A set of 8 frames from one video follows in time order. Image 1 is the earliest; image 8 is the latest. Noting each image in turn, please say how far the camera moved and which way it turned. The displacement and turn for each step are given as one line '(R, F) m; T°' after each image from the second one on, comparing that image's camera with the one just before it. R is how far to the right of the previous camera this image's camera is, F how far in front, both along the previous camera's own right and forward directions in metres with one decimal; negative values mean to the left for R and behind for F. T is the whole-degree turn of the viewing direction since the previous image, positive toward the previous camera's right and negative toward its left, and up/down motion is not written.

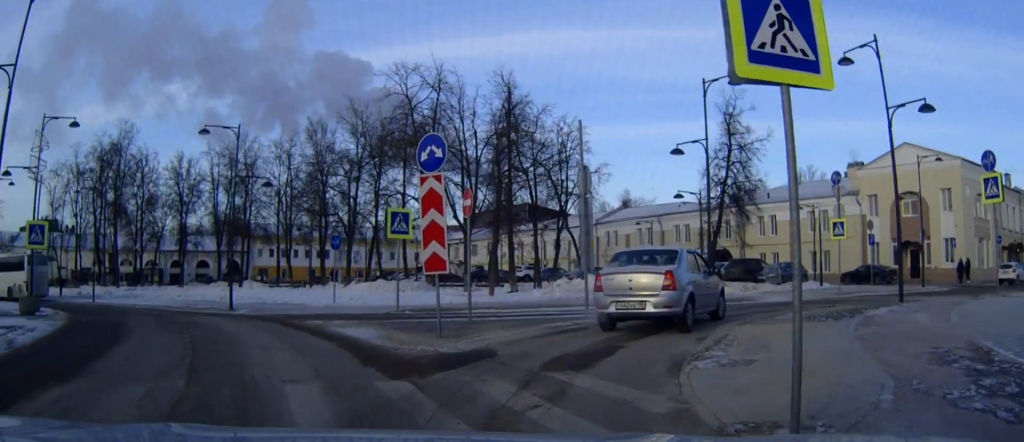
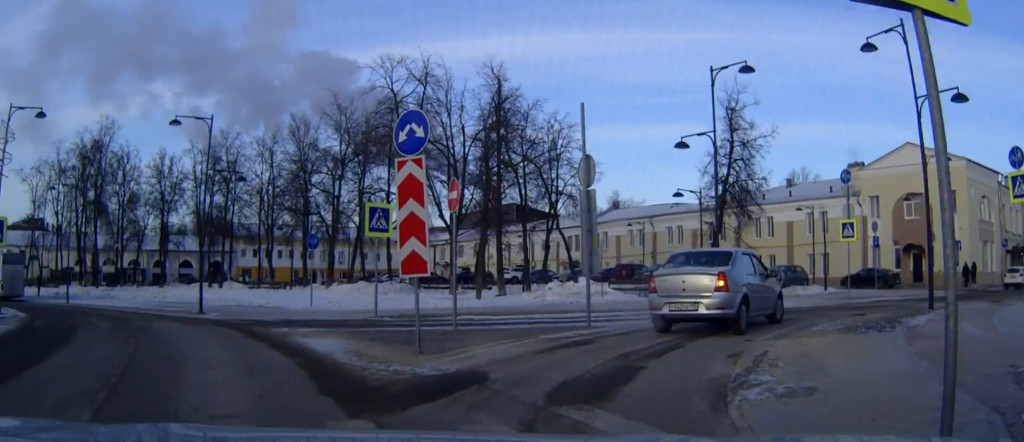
(-0.1, +2.3) m; 0°
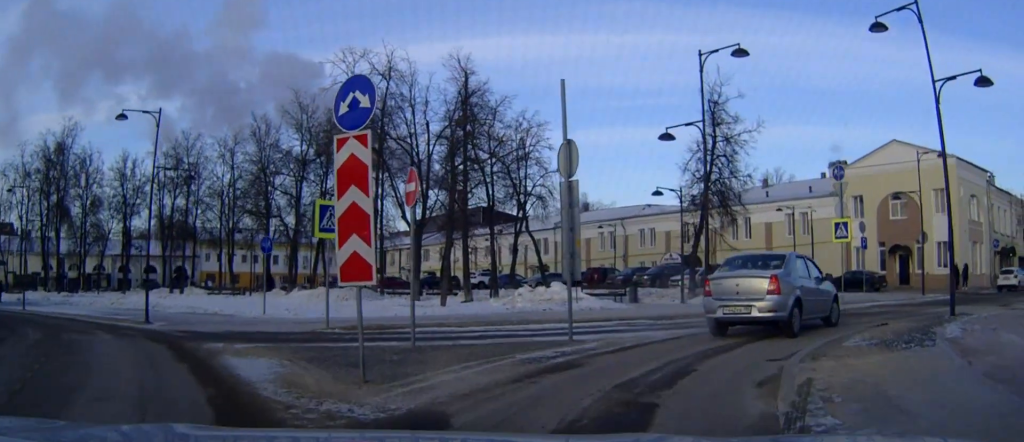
(-0.1, +2.6) m; +1°
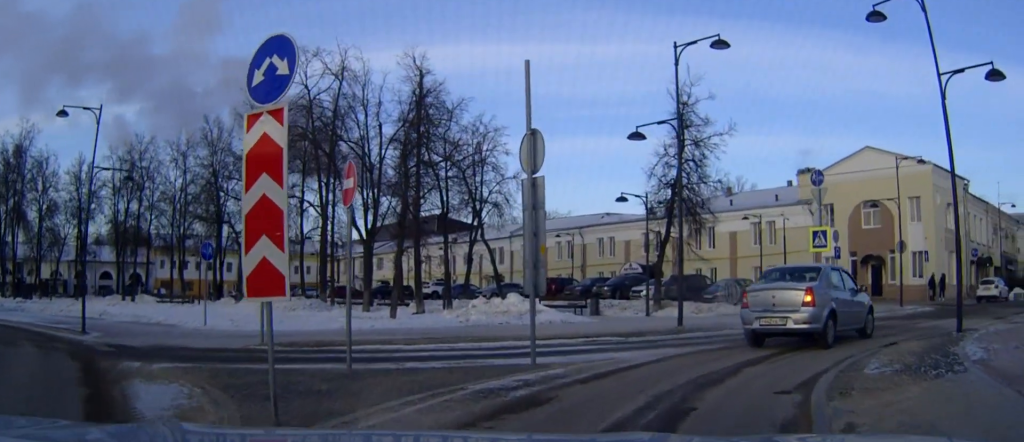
(+0.1, +2.1) m; +4°
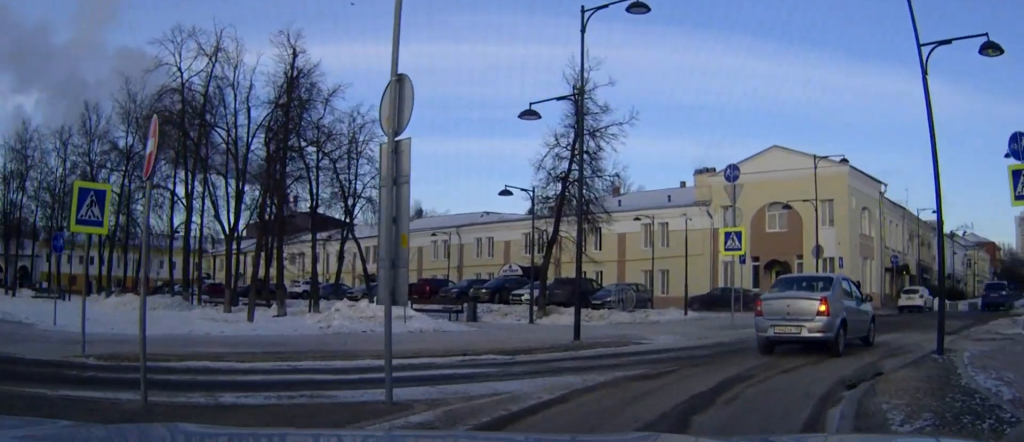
(+0.1, +3.2) m; +7°
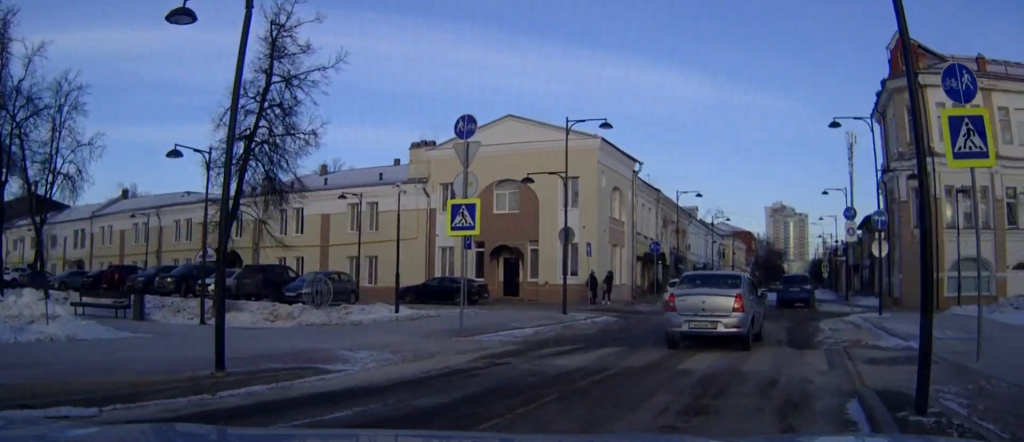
(+0.9, +5.9) m; +18°
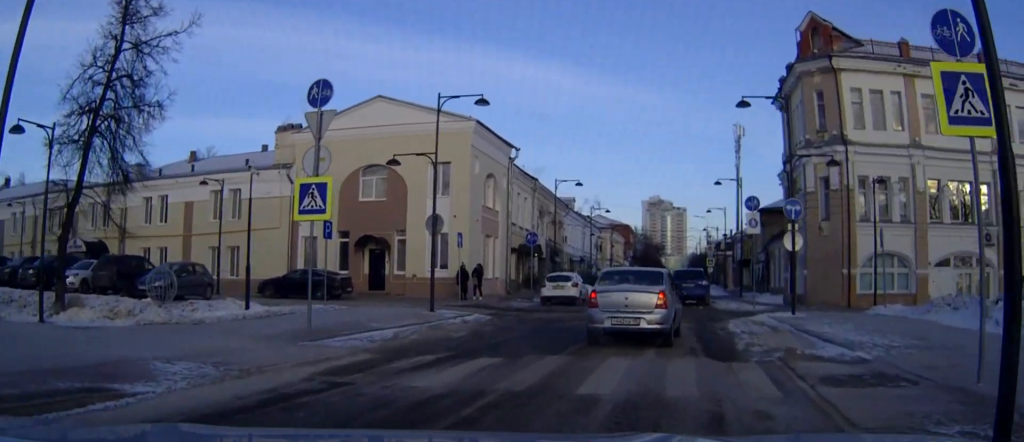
(+0.1, +2.6) m; +9°
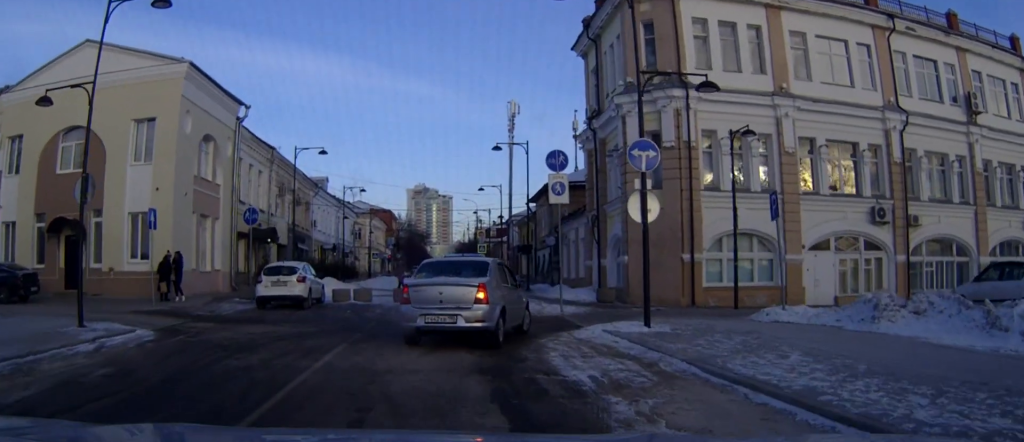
(+2.6, +9.2) m; +23°
